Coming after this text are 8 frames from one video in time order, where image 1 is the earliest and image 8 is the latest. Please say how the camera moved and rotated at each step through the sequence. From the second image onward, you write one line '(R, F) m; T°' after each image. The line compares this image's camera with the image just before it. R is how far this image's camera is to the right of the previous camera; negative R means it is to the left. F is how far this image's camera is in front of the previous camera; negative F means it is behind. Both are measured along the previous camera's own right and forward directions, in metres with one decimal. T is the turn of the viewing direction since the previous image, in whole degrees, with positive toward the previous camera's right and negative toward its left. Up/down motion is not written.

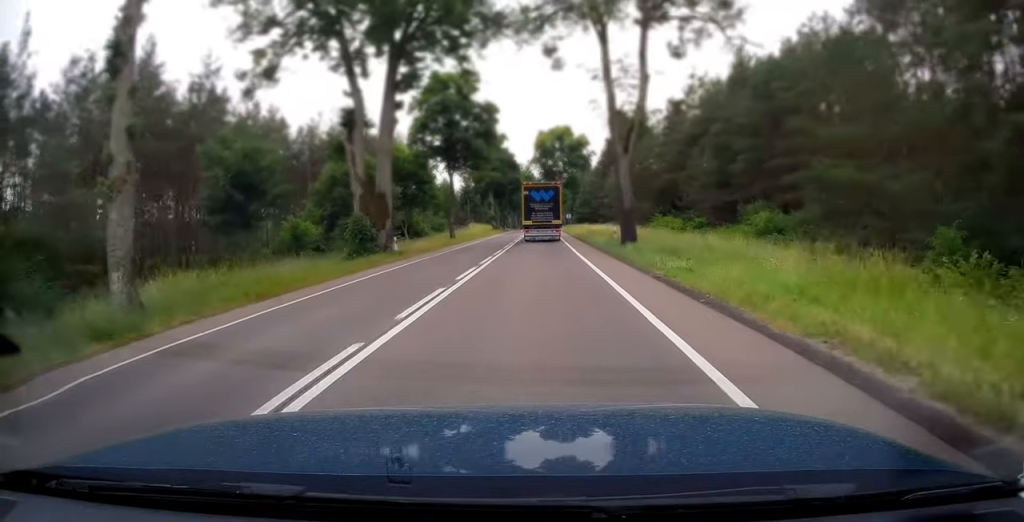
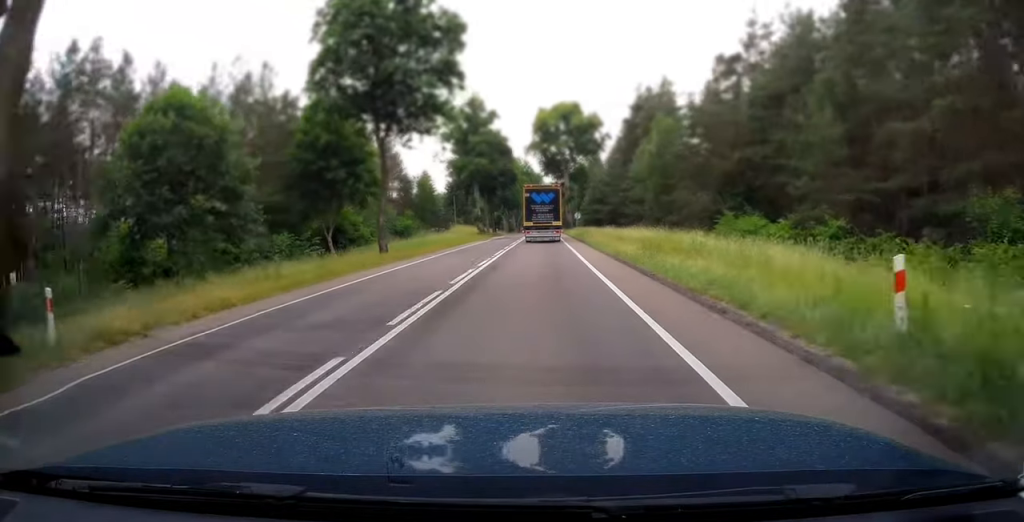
(0.0, +25.2) m; 0°
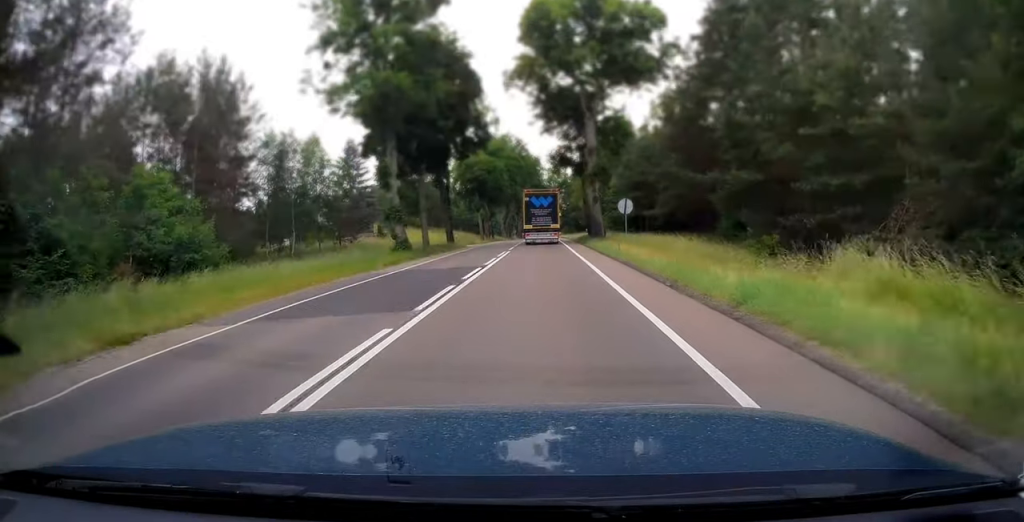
(0.0, +47.3) m; 0°
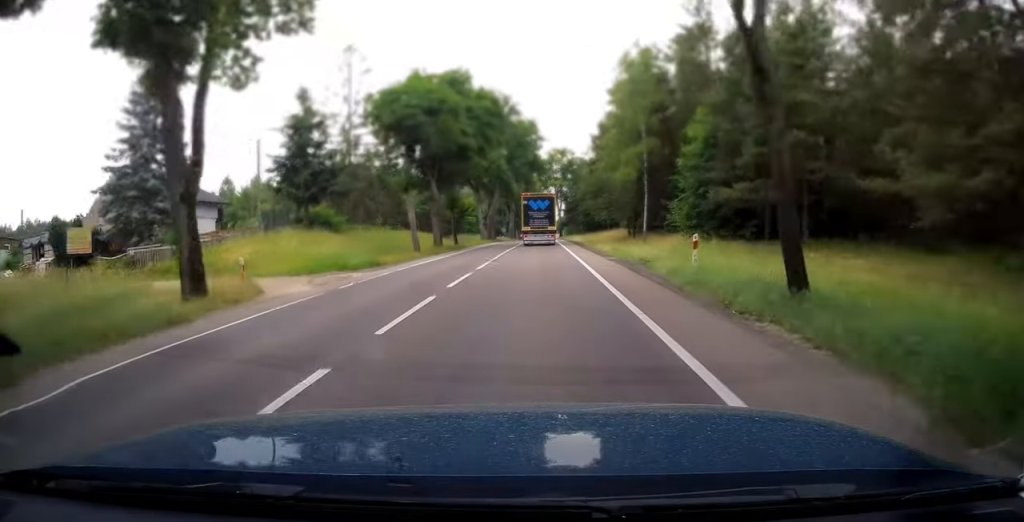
(0.0, +40.6) m; 0°
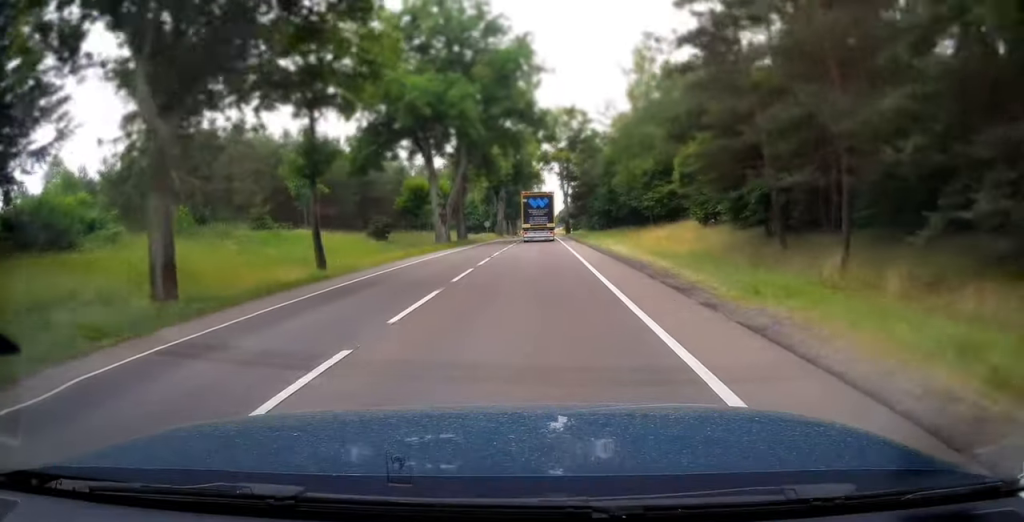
(0.0, +35.8) m; 0°
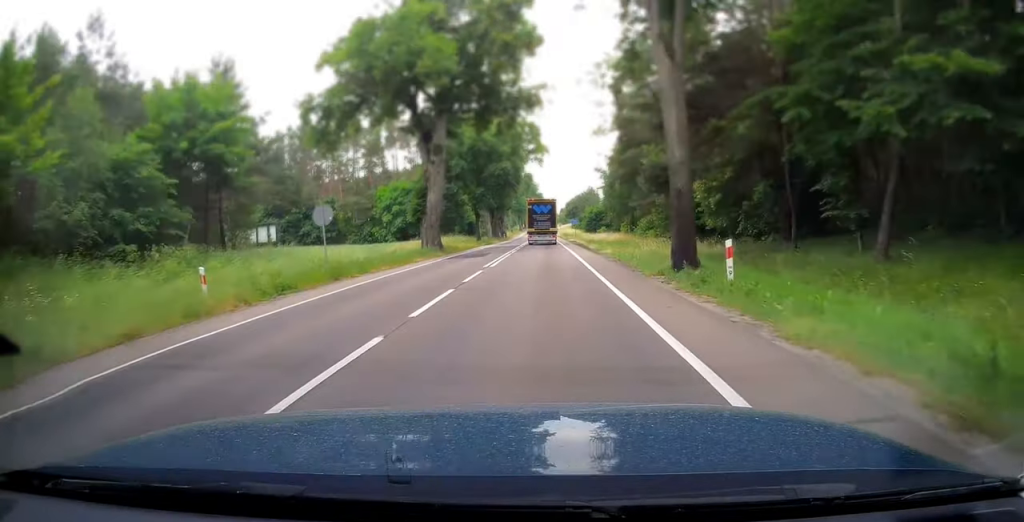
(-0.3, +66.7) m; 0°
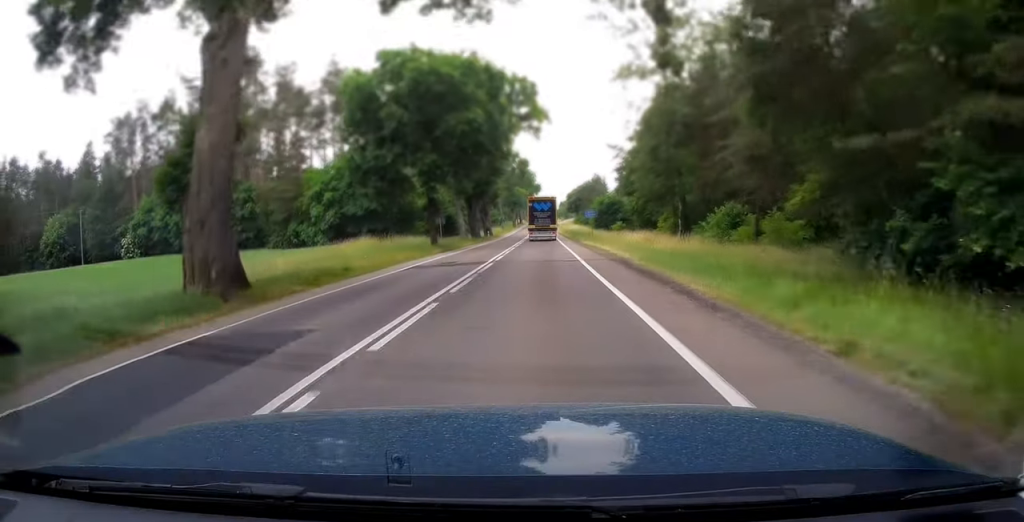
(+0.3, +28.8) m; 0°
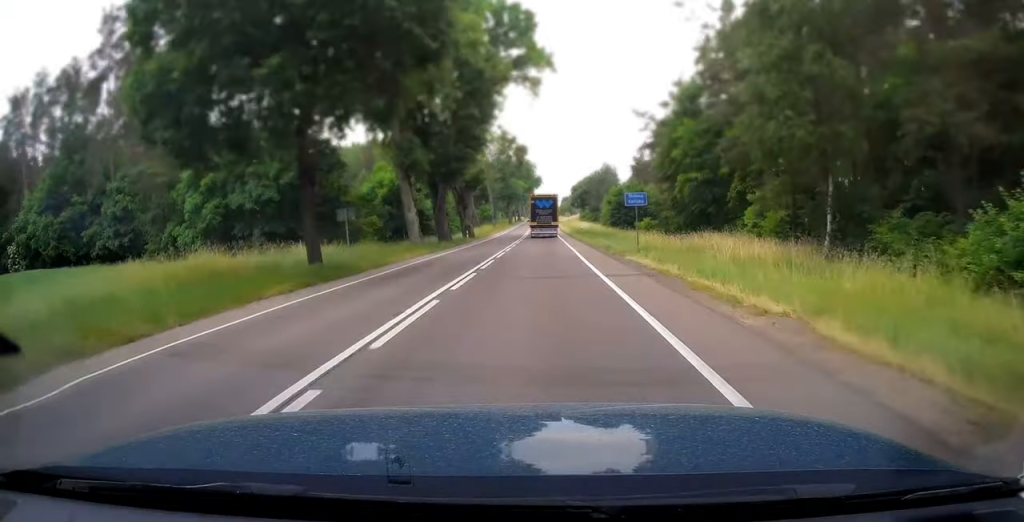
(+0.1, +24.3) m; 0°
